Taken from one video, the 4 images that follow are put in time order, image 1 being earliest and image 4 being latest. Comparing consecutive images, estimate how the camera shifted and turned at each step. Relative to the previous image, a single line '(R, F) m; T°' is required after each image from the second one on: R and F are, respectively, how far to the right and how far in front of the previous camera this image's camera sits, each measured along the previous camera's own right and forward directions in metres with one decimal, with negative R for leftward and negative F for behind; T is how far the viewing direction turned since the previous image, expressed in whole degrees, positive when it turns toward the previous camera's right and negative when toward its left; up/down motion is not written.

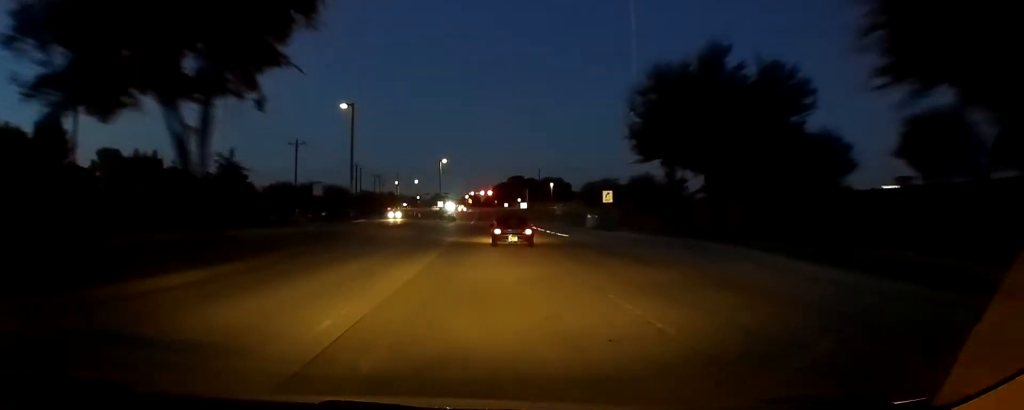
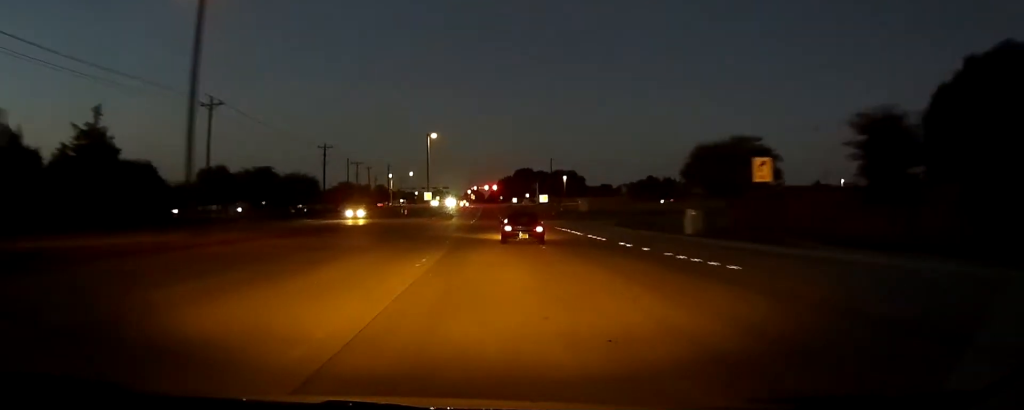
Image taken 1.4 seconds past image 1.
(-0.1, +30.7) m; 0°
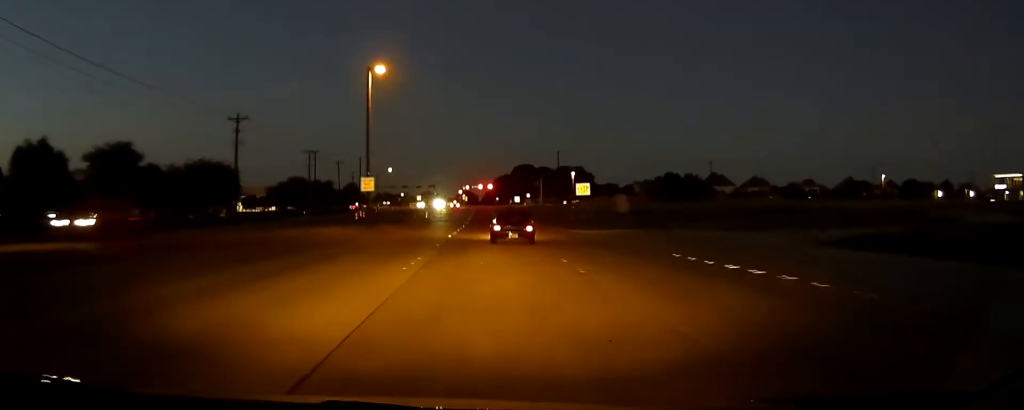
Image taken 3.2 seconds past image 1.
(0.0, +36.1) m; 0°
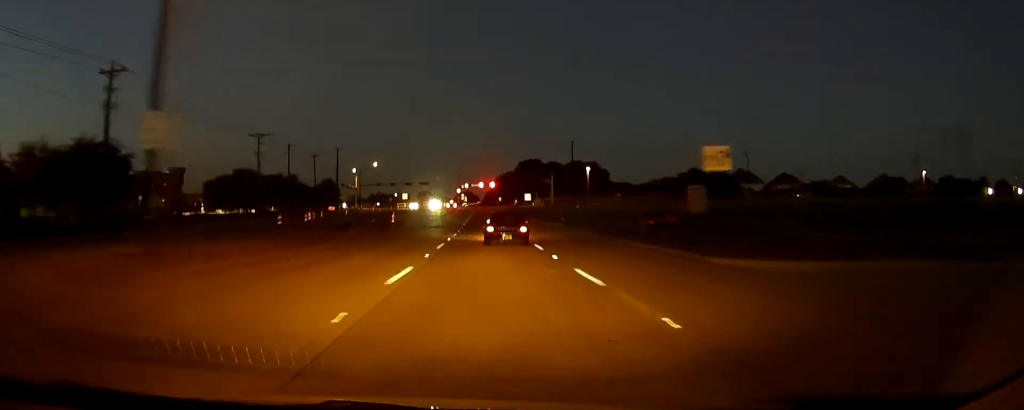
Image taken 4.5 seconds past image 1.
(0.0, +25.9) m; 0°
